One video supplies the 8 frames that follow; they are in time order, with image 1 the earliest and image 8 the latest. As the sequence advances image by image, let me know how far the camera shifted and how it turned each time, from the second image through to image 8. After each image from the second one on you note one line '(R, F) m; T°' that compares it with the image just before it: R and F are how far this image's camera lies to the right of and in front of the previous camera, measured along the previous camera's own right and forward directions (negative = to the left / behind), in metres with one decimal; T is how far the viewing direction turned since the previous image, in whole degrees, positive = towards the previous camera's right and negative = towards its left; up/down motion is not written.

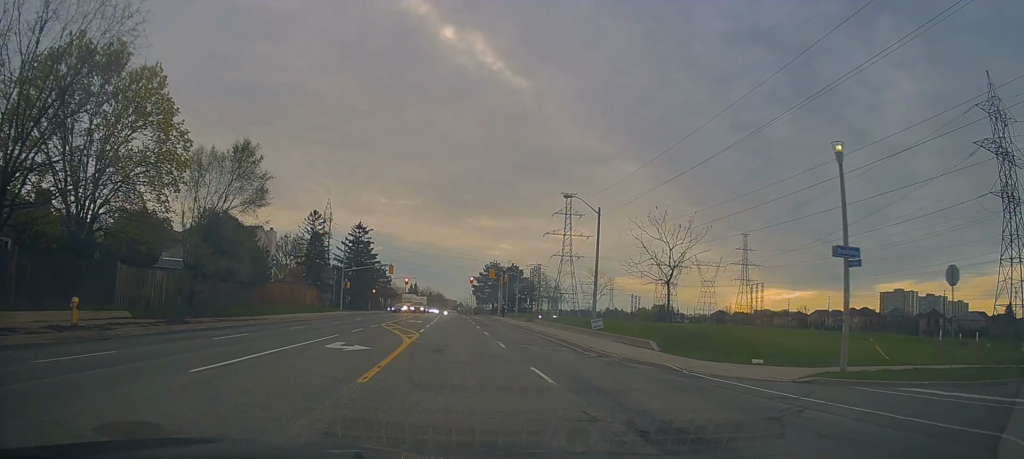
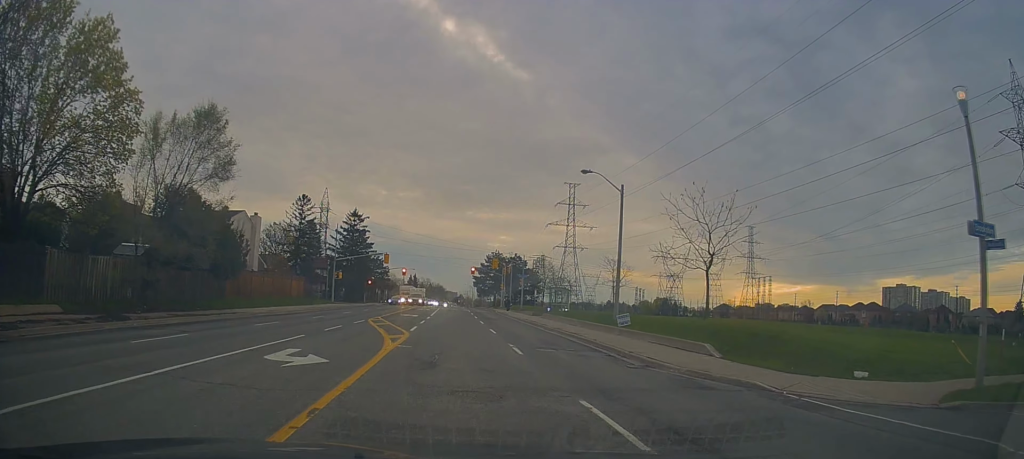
(0.0, +5.2) m; +1°
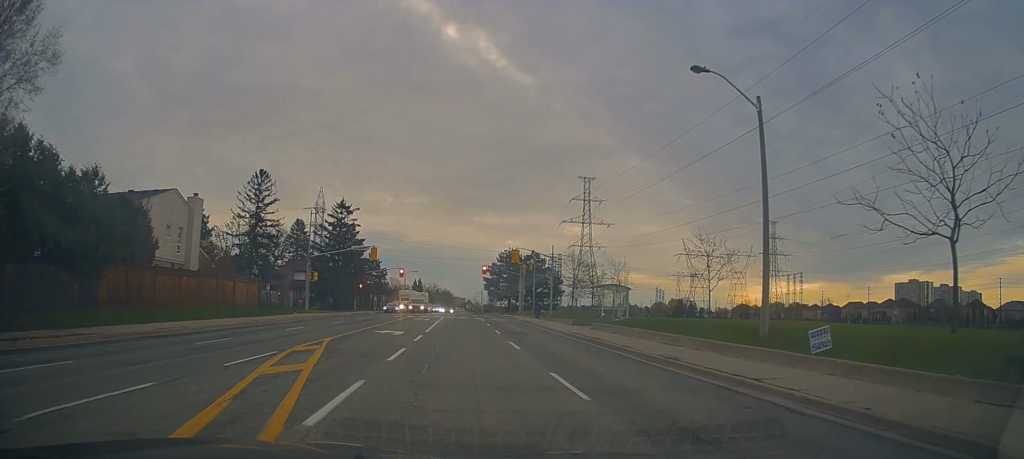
(+0.3, +15.8) m; +1°
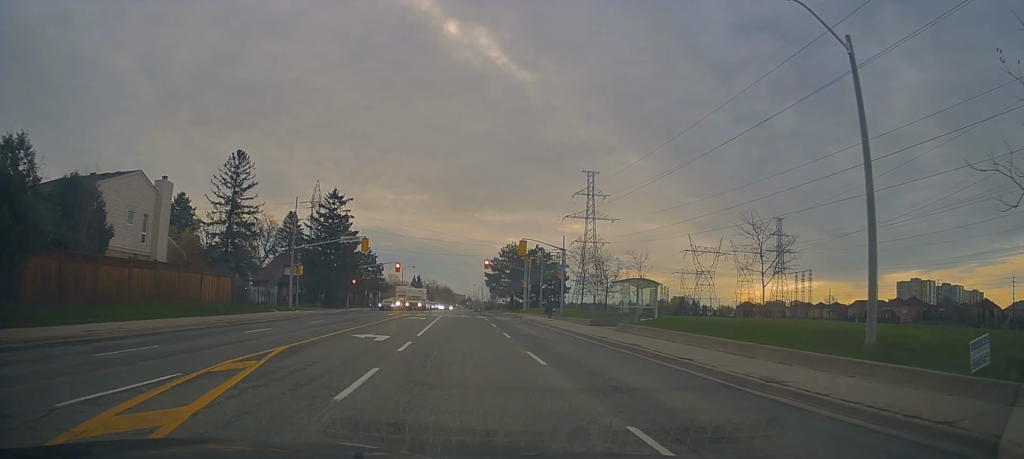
(-0.1, +5.0) m; 0°
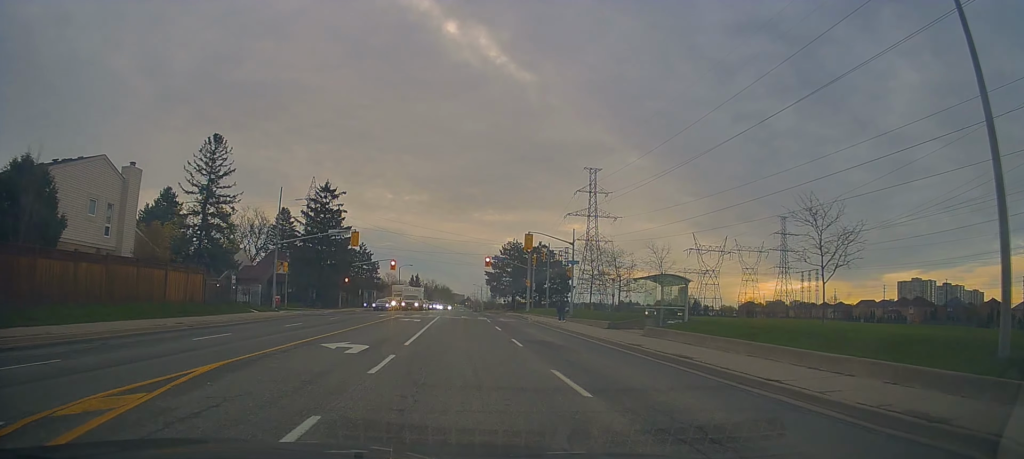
(-0.1, +4.5) m; 0°
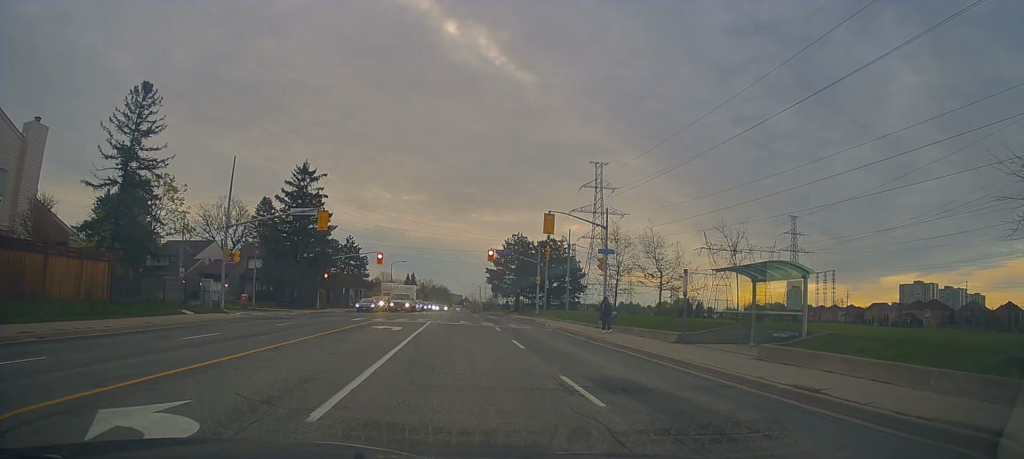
(+0.1, +10.0) m; +2°
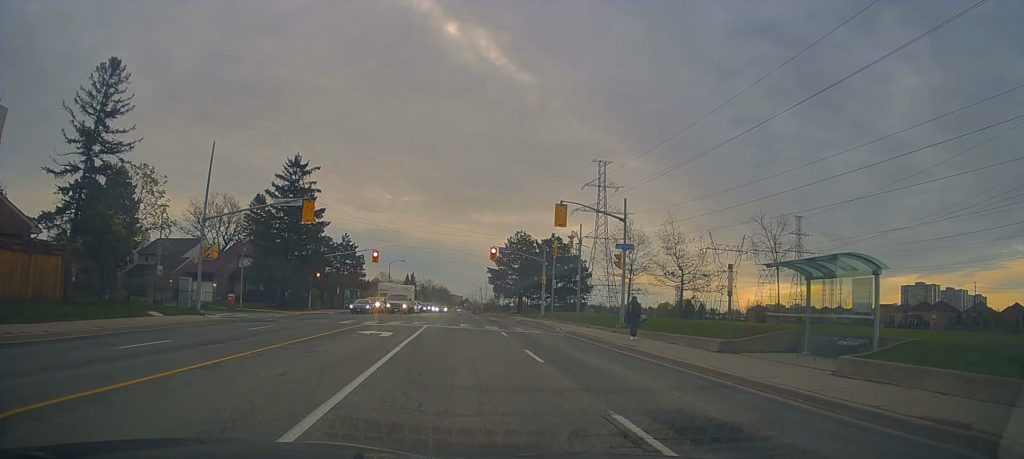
(+0.1, +3.8) m; 0°
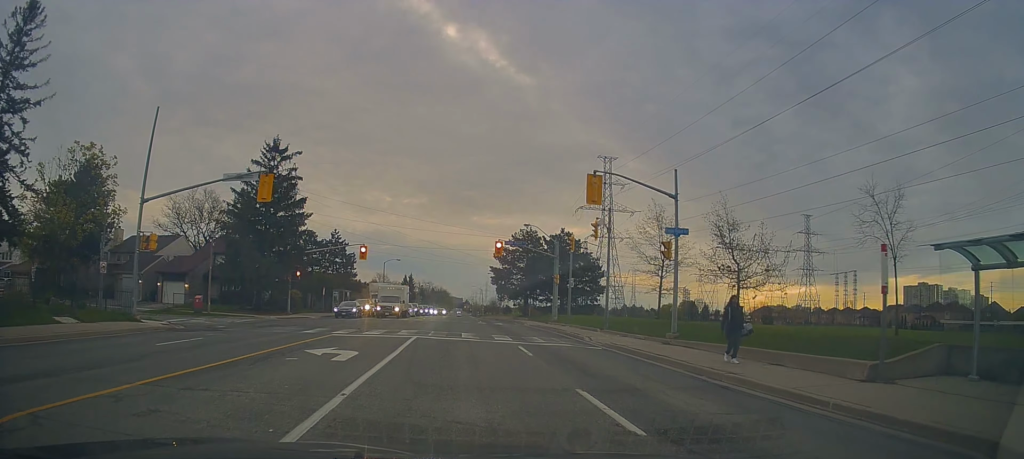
(+0.1, +7.8) m; 0°
